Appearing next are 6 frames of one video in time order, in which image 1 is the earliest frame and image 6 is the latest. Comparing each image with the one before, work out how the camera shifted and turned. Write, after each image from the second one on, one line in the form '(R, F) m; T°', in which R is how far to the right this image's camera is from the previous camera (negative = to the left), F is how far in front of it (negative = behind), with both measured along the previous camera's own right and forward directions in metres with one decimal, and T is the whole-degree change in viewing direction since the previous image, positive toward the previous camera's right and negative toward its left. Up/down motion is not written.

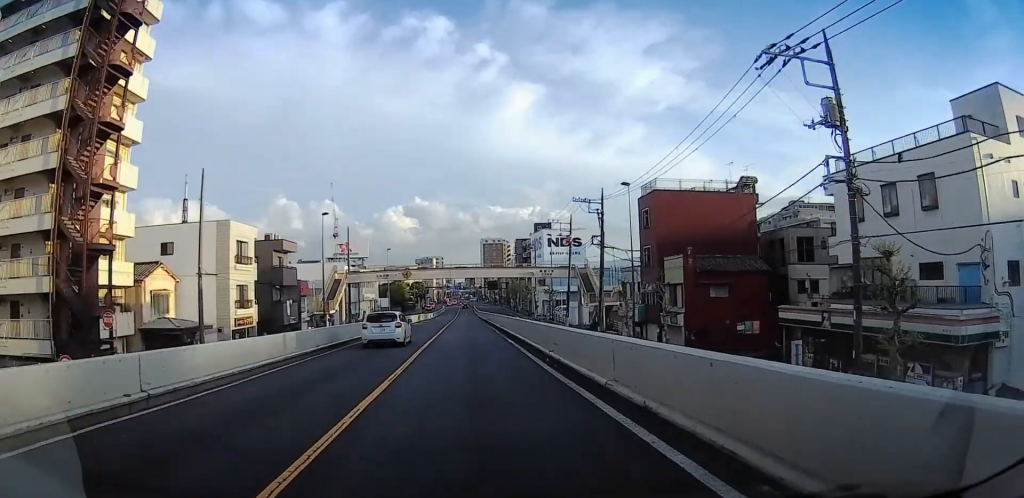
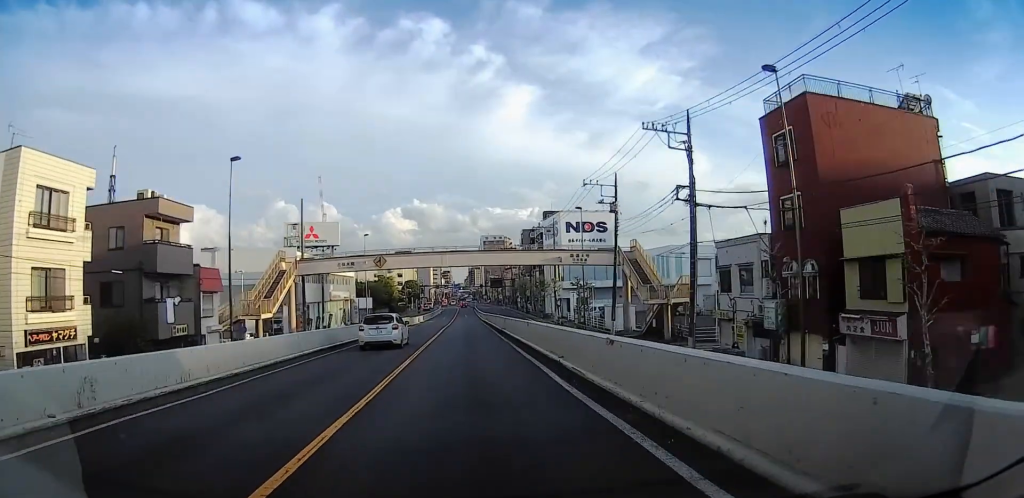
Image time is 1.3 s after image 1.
(0.0, +21.9) m; 0°
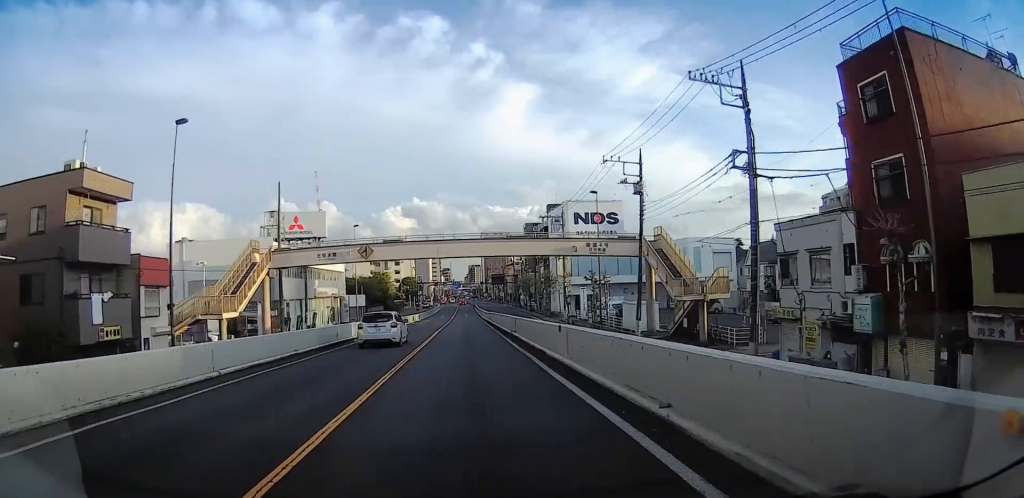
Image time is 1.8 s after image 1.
(0.0, +7.1) m; 0°
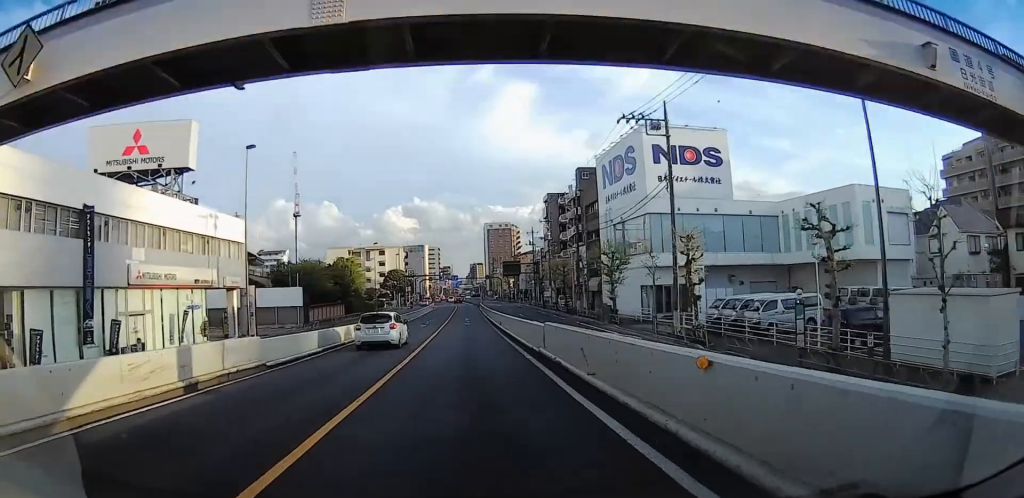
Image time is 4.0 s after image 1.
(+0.1, +37.3) m; 0°
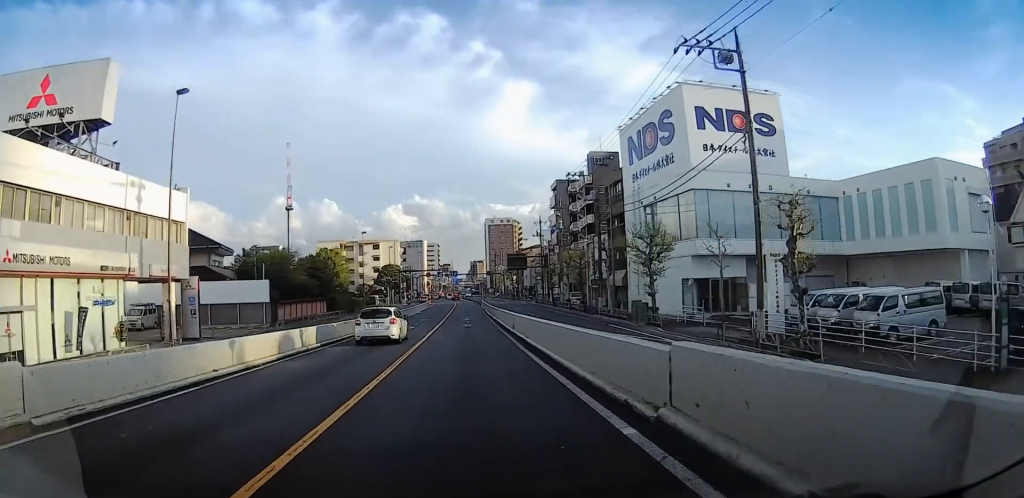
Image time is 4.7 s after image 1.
(-0.1, +10.2) m; 0°
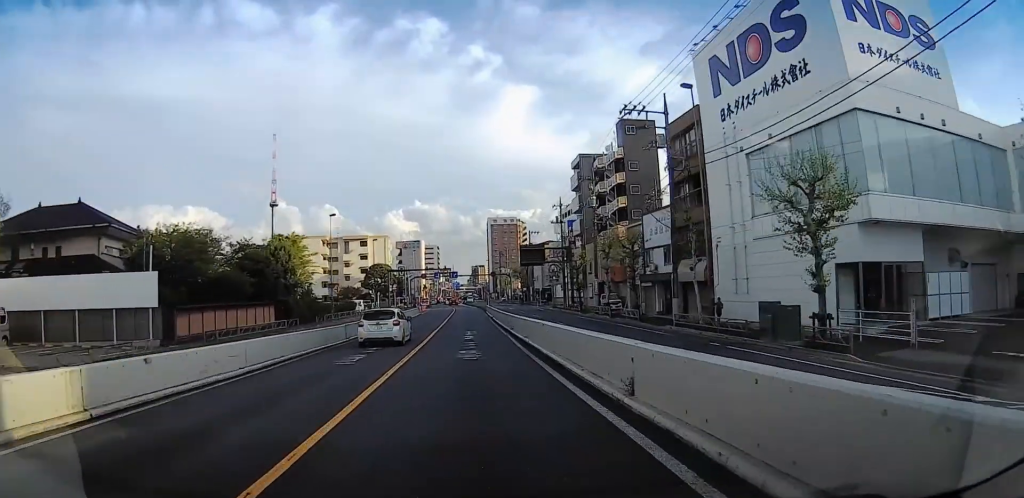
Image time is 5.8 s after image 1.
(+0.2, +18.6) m; 0°
